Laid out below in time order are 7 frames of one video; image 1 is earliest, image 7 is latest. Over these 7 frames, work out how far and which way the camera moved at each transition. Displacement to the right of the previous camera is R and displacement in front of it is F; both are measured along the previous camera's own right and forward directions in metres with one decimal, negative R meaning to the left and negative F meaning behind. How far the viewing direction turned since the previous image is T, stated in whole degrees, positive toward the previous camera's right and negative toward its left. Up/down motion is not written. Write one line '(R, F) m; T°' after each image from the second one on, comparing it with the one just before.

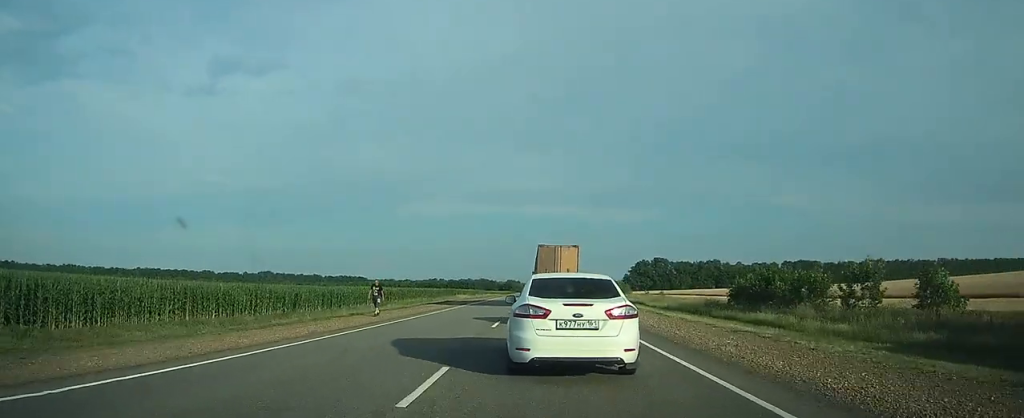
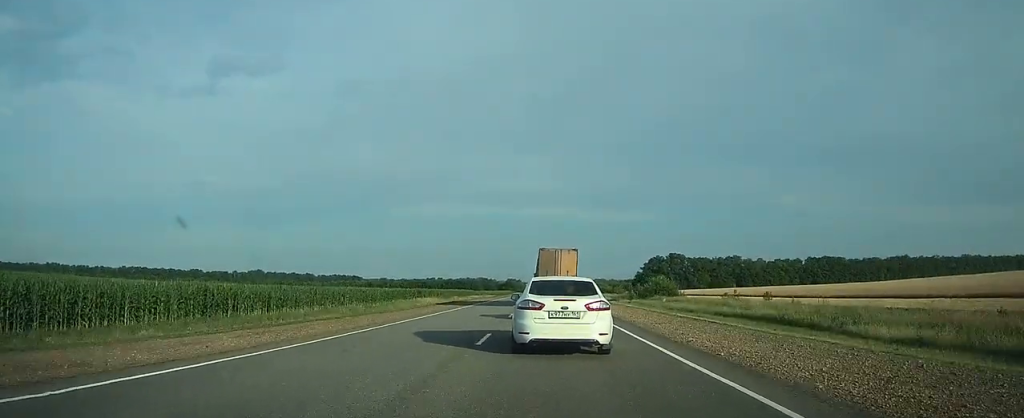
(-0.3, +40.6) m; -1°
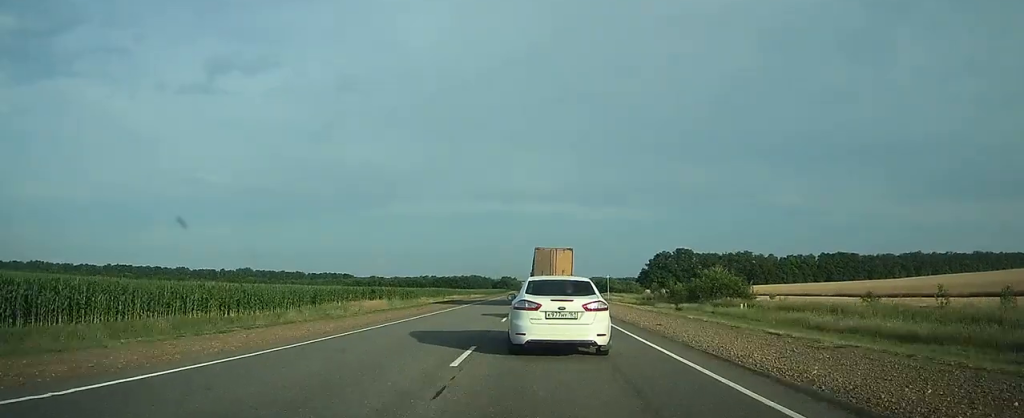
(0.0, +25.9) m; 0°
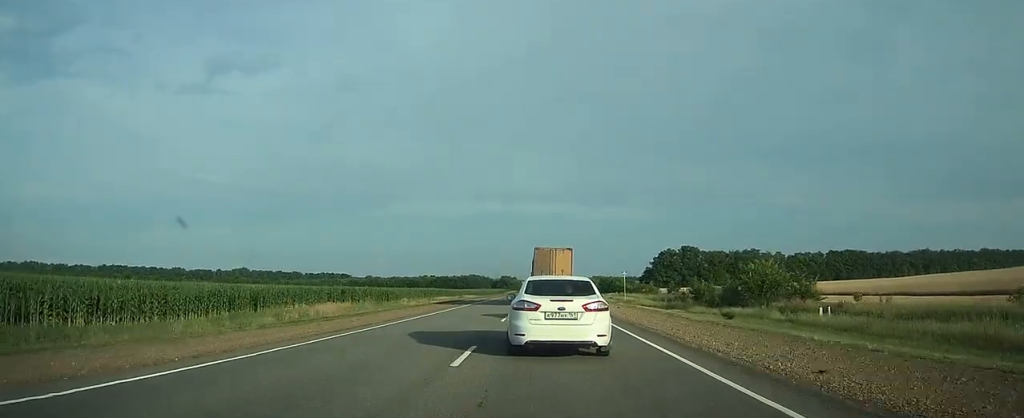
(0.0, +11.4) m; 0°
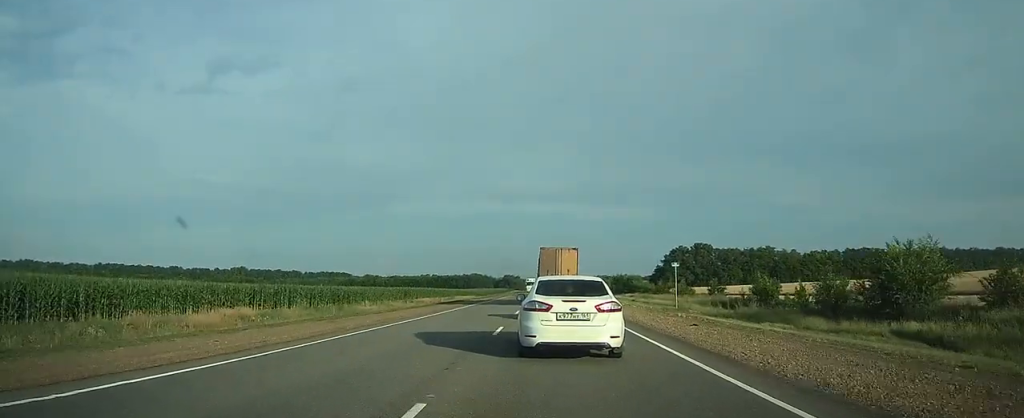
(0.0, +17.3) m; 0°
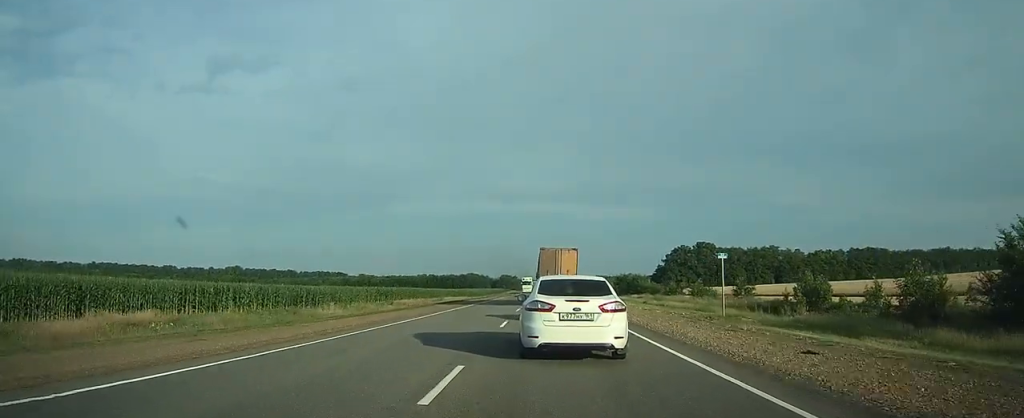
(0.0, +8.8) m; 0°
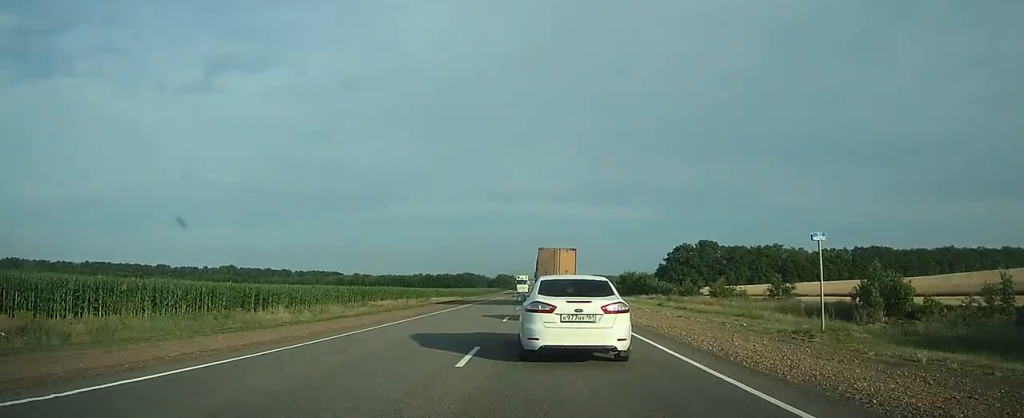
(0.0, +8.7) m; 0°
